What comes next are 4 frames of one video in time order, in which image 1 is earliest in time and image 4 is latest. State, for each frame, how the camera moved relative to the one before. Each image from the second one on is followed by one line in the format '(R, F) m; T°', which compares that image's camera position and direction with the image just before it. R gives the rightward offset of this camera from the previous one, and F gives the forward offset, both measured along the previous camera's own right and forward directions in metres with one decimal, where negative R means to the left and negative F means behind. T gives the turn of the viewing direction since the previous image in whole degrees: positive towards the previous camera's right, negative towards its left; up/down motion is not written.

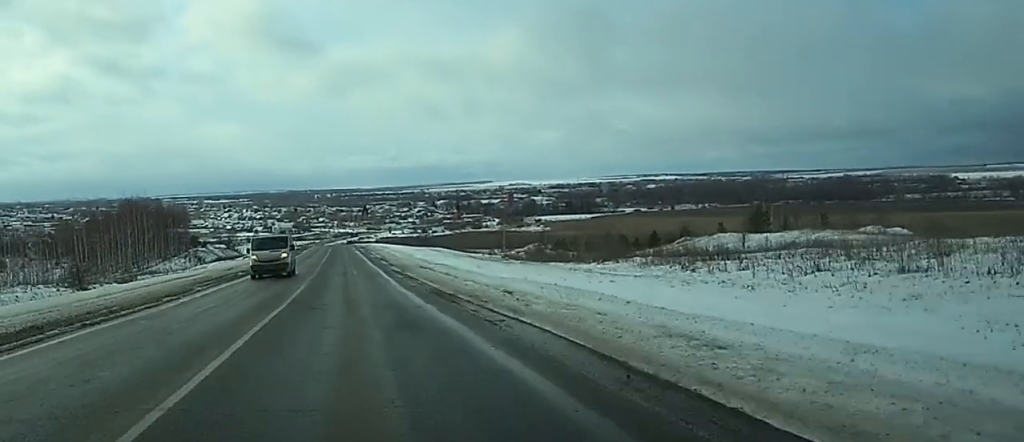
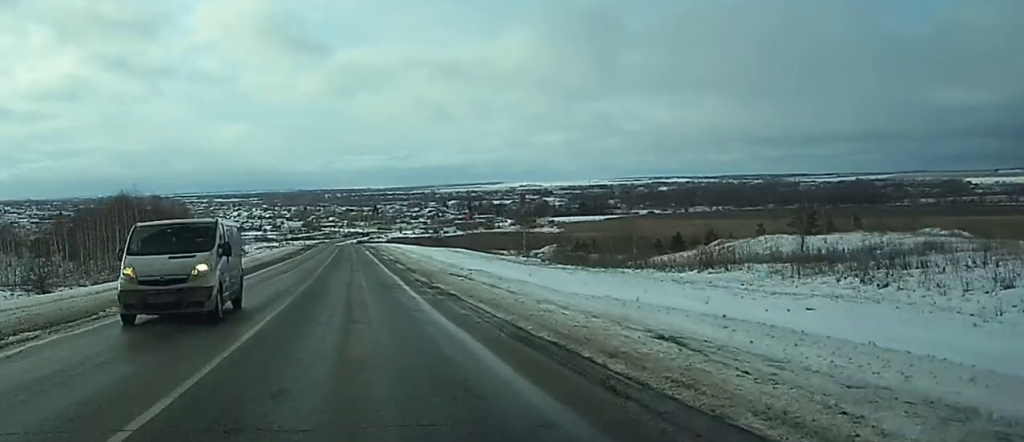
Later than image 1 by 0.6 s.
(0.0, +12.5) m; -1°
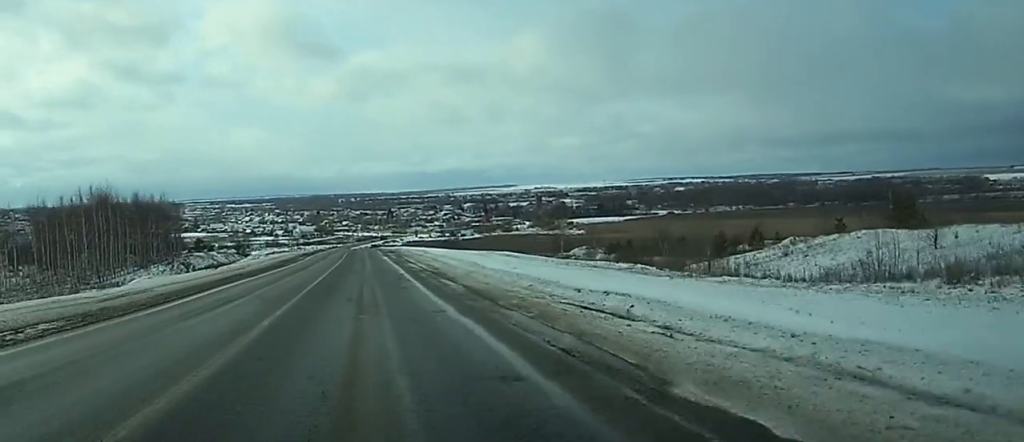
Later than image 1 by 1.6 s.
(-0.3, +21.6) m; -1°
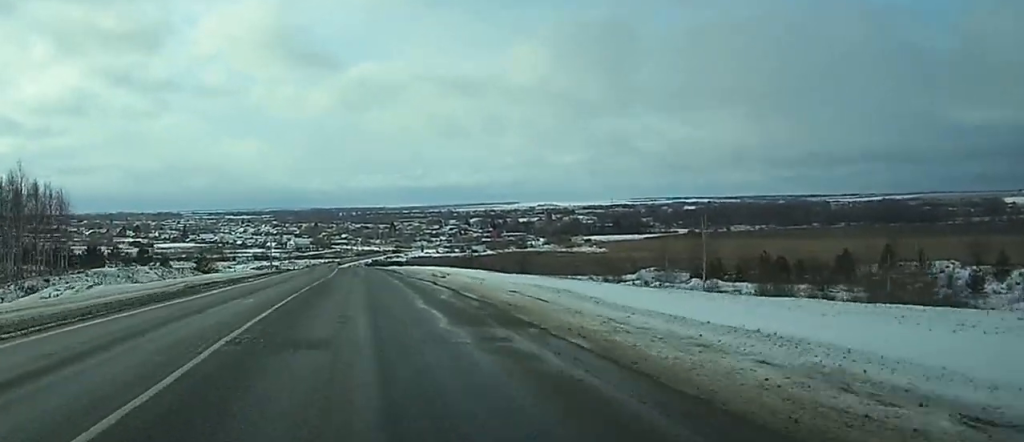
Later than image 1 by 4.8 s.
(-0.9, +65.6) m; -1°
